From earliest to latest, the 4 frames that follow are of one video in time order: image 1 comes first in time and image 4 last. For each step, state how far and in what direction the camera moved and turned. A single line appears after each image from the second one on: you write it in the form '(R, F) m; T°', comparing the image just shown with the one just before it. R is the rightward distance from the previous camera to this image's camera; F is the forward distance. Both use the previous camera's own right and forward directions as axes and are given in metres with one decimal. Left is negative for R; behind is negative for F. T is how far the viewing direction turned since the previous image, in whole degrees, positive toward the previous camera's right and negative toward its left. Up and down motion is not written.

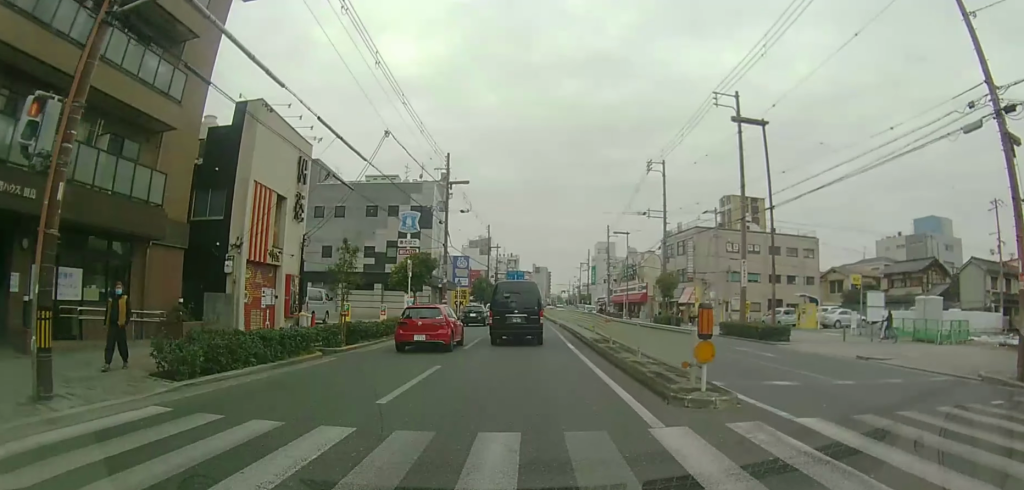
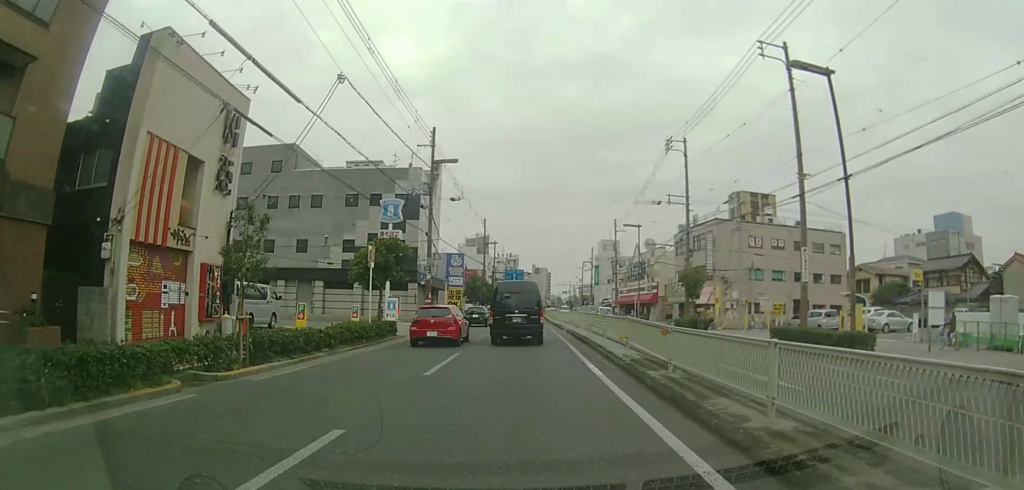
(0.0, +6.8) m; +2°
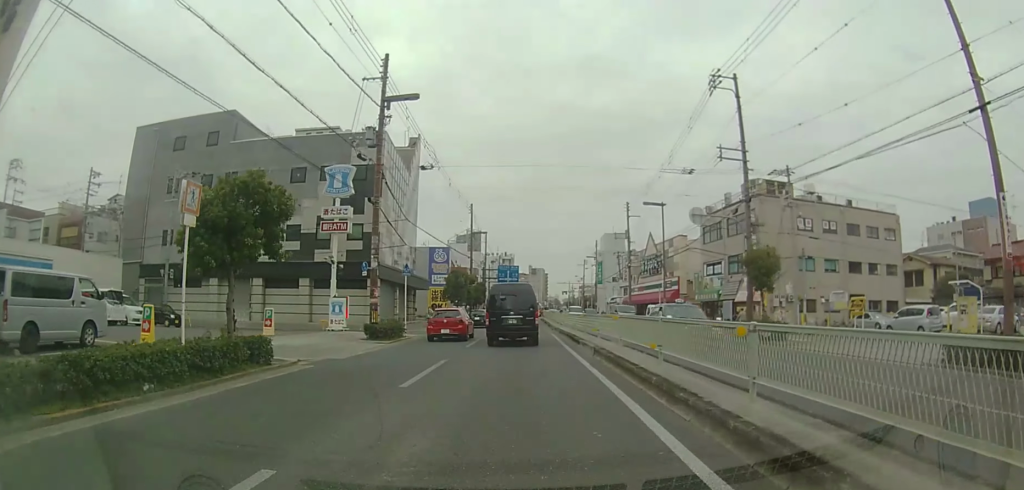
(+0.4, +11.8) m; -1°
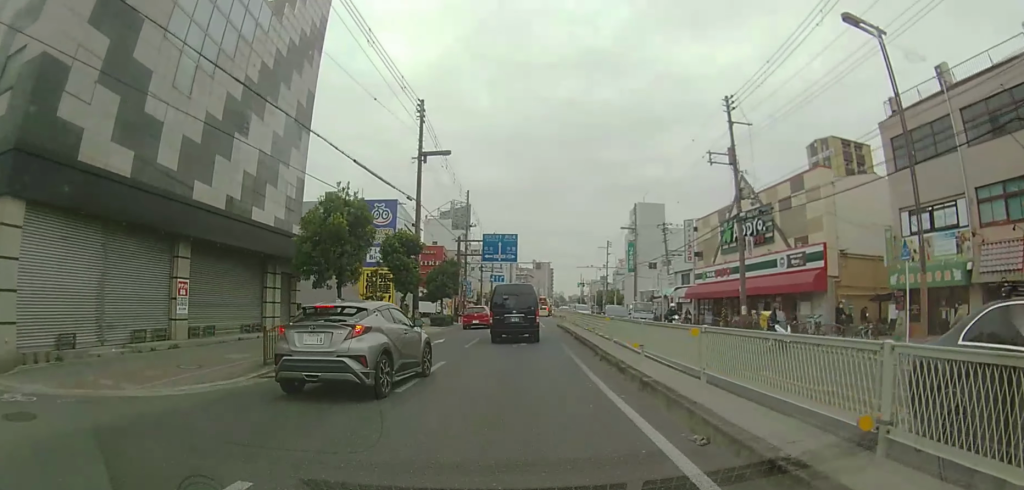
(-2.9, +28.7) m; -4°
